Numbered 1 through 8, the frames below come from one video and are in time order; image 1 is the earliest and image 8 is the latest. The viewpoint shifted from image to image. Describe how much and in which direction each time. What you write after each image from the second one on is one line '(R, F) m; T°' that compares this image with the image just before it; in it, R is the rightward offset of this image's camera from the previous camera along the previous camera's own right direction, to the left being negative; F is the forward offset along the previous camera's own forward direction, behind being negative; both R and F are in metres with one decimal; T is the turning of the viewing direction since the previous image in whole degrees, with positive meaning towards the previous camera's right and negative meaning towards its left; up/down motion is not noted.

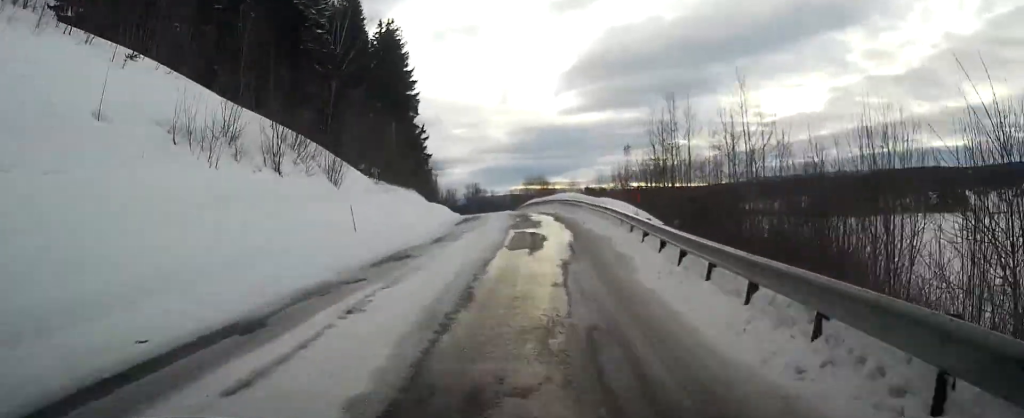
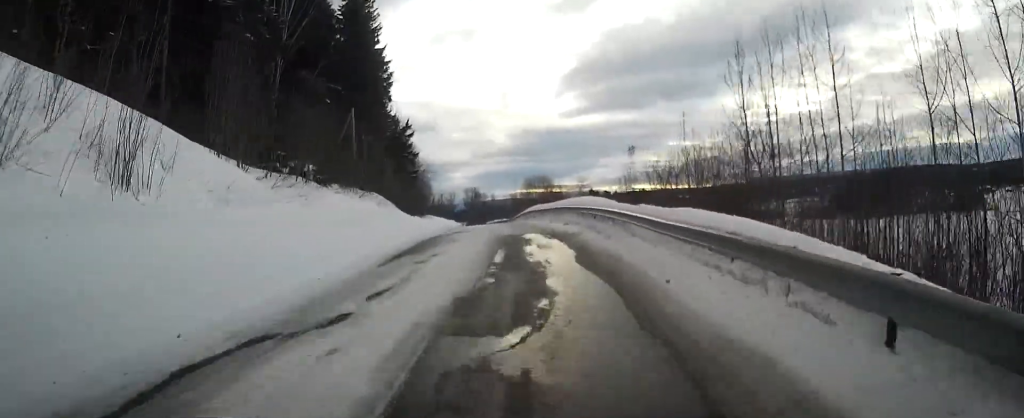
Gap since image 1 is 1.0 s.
(+0.2, +15.3) m; 0°
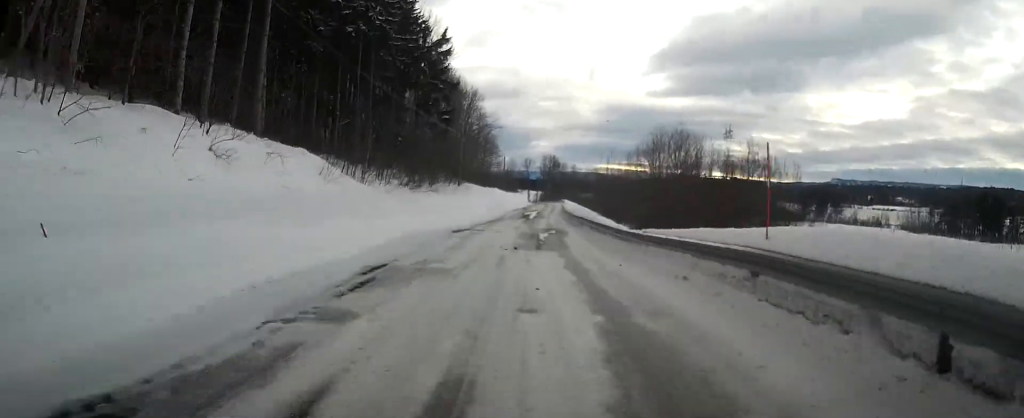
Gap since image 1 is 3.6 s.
(-0.7, +41.1) m; -4°
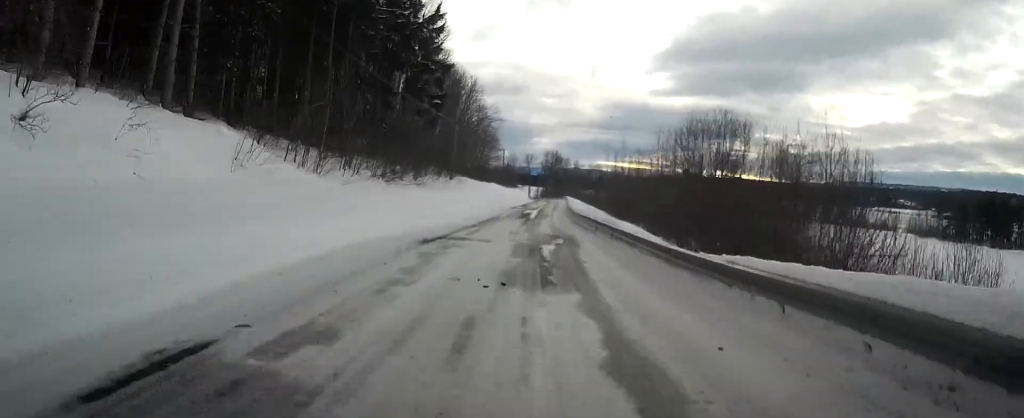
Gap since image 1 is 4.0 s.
(-0.2, +7.0) m; -1°
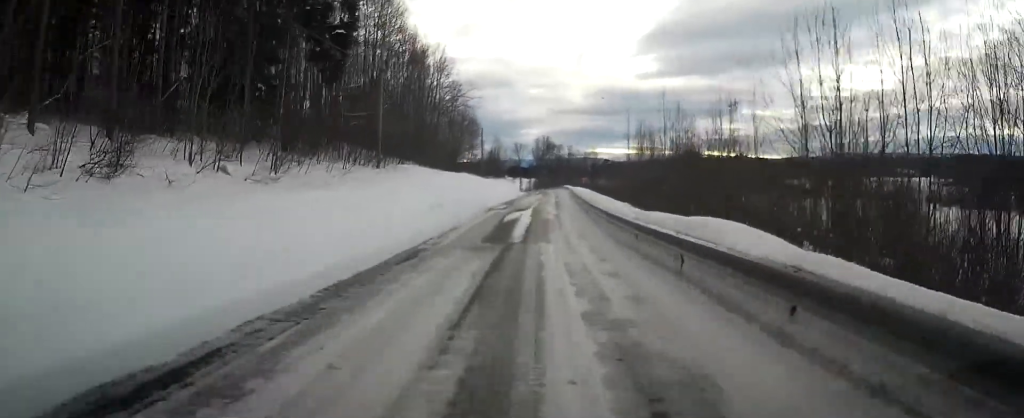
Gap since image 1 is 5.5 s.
(-0.7, +22.5) m; -2°
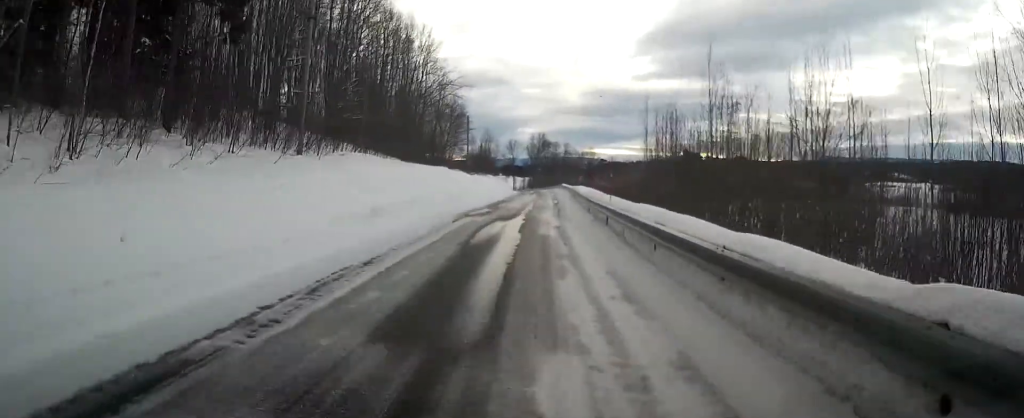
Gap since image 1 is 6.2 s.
(0.0, +10.1) m; 0°
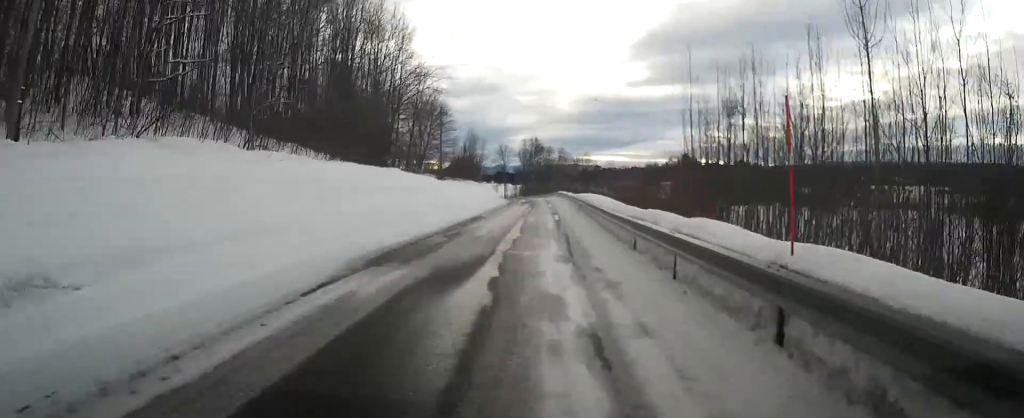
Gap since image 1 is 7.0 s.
(0.0, +12.6) m; 0°
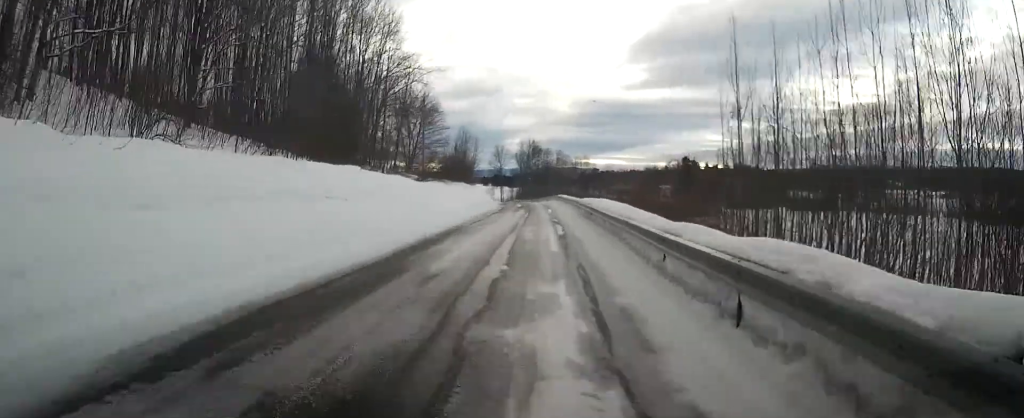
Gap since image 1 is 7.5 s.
(0.0, +6.5) m; 0°
